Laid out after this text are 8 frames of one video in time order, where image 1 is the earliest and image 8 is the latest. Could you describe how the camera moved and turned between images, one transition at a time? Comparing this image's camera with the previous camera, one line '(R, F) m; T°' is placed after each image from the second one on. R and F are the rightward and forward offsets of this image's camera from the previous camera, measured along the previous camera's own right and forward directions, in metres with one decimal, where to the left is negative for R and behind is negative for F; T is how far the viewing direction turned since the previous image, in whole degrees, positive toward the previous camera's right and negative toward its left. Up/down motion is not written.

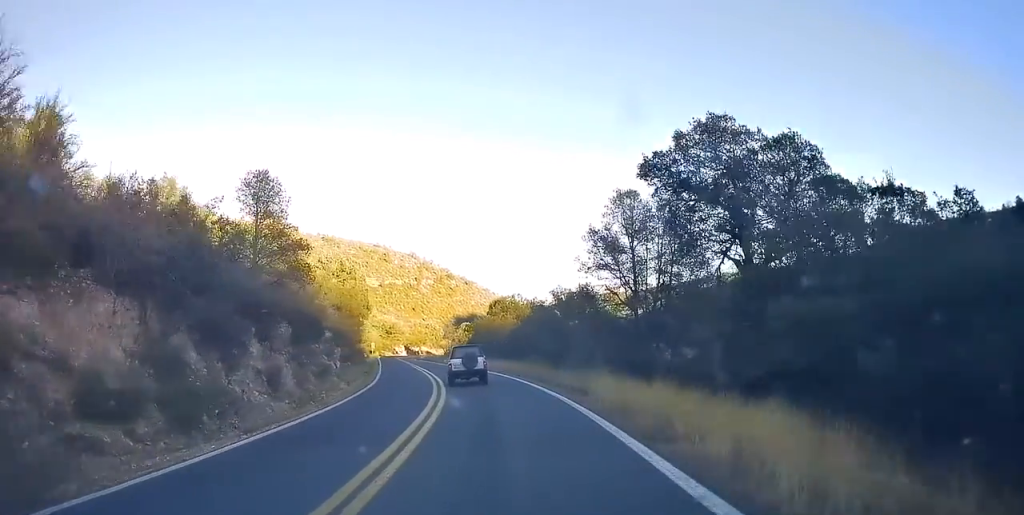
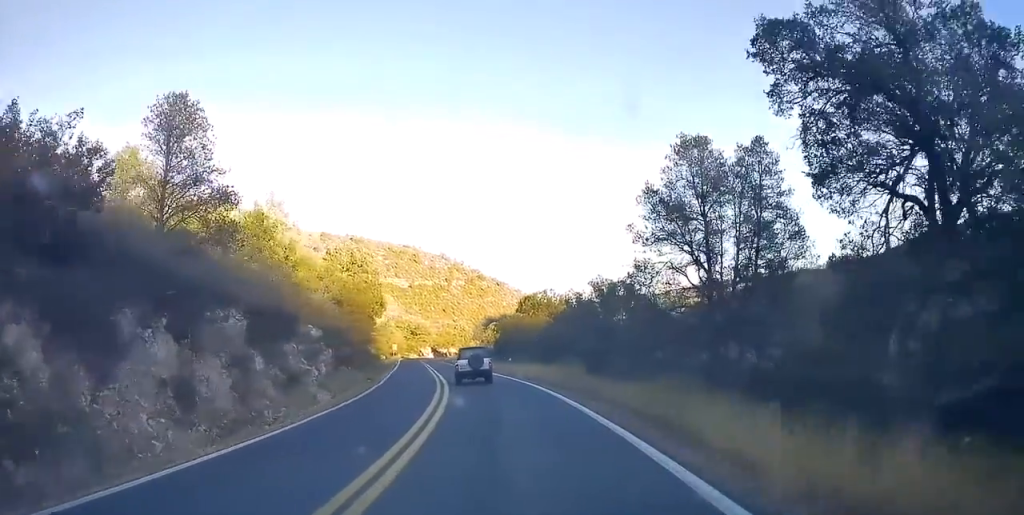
(-0.2, +7.6) m; -2°
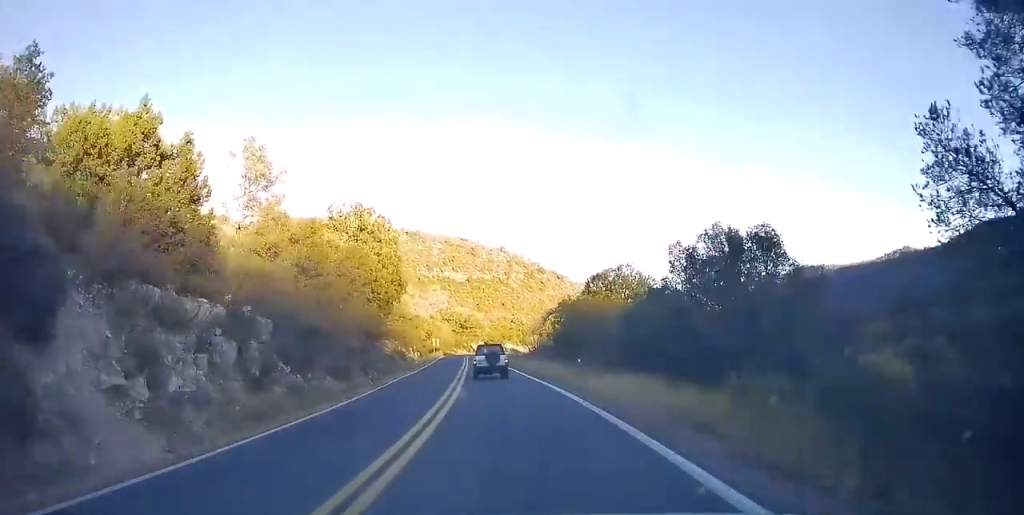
(-0.7, +16.1) m; -4°
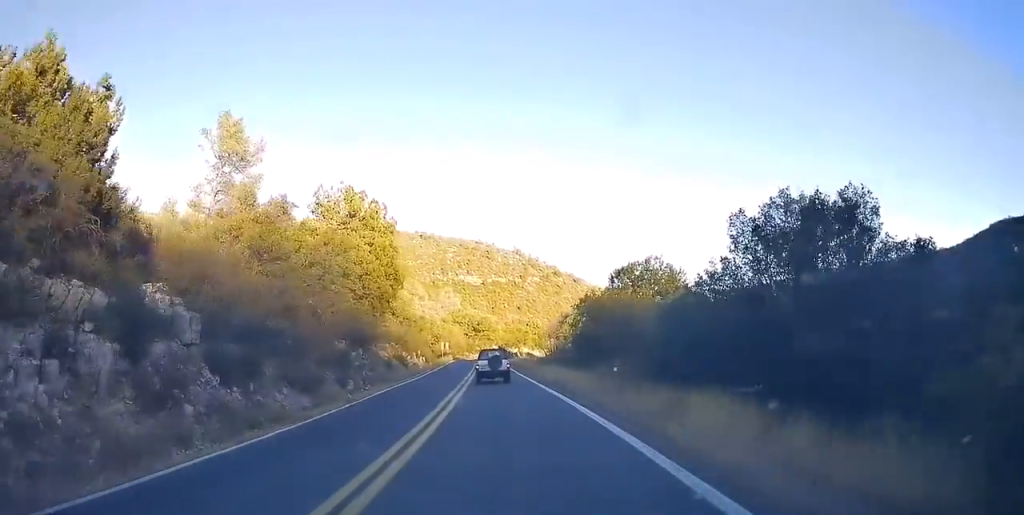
(-0.1, +6.3) m; -2°
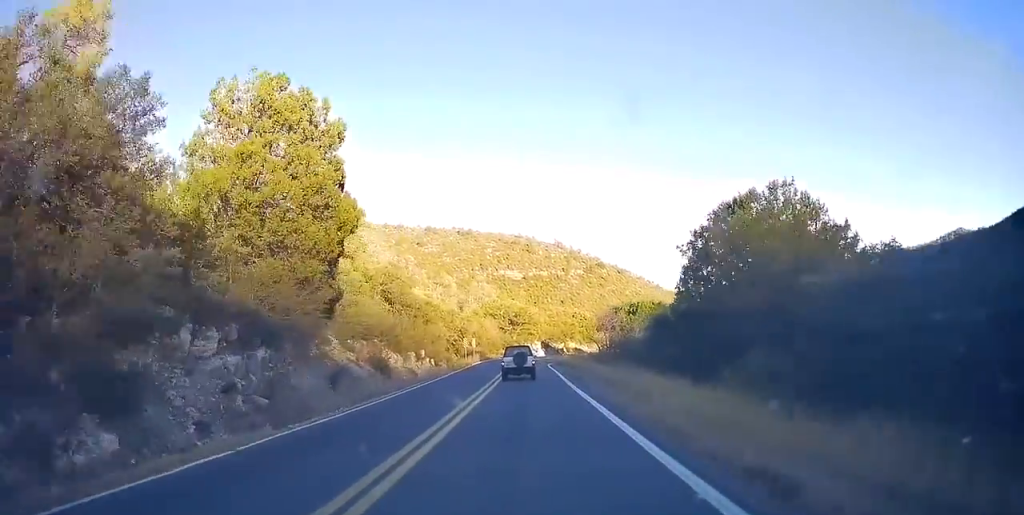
(-0.9, +19.1) m; -6°
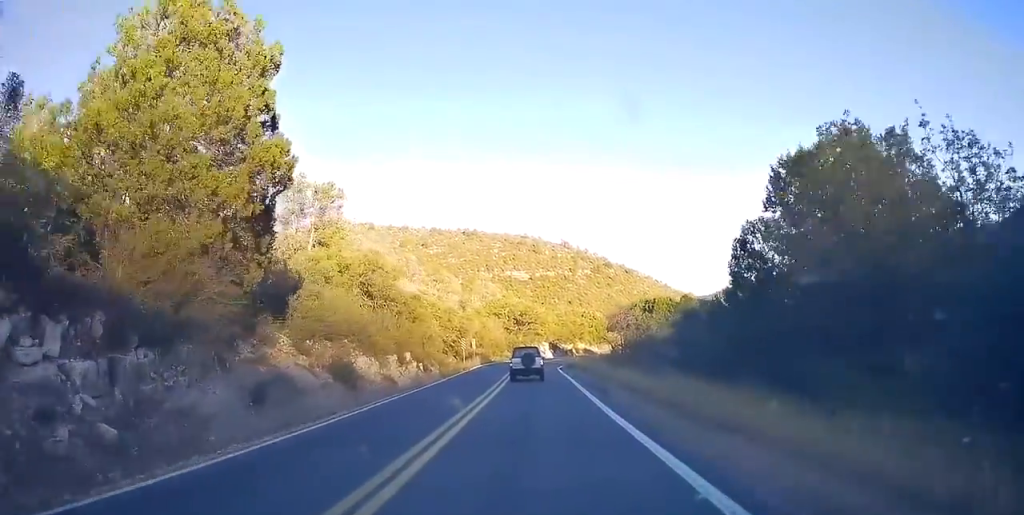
(-0.3, +7.2) m; -2°
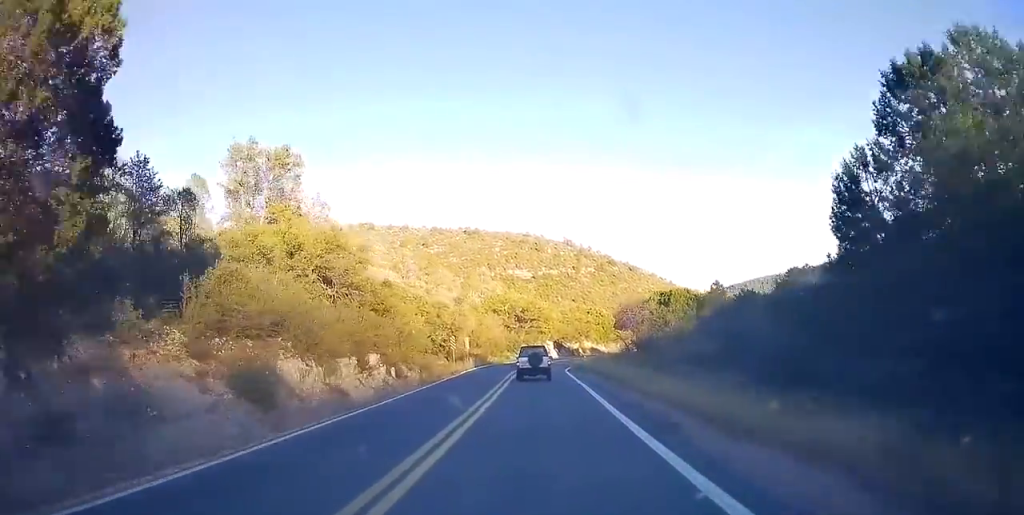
(0.0, +8.4) m; 0°
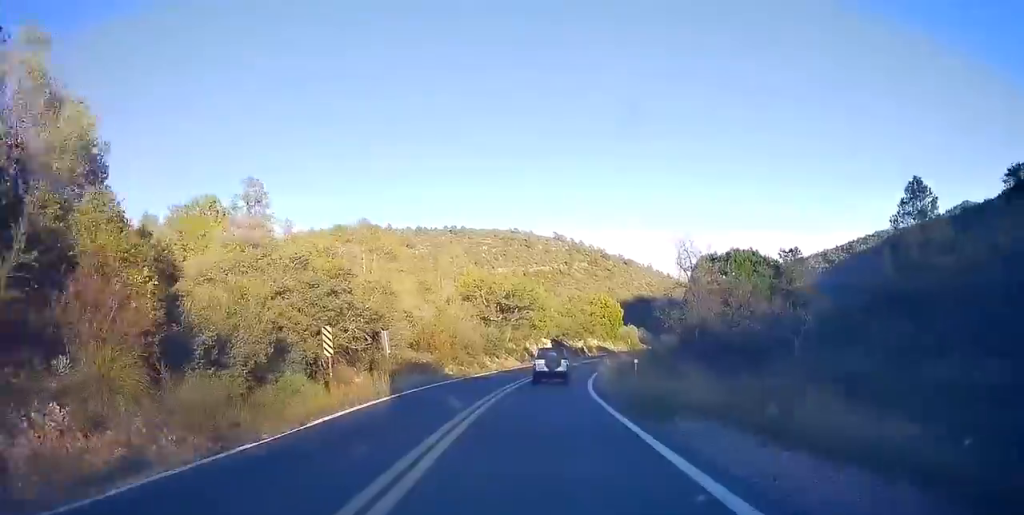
(0.0, +25.3) m; 0°
